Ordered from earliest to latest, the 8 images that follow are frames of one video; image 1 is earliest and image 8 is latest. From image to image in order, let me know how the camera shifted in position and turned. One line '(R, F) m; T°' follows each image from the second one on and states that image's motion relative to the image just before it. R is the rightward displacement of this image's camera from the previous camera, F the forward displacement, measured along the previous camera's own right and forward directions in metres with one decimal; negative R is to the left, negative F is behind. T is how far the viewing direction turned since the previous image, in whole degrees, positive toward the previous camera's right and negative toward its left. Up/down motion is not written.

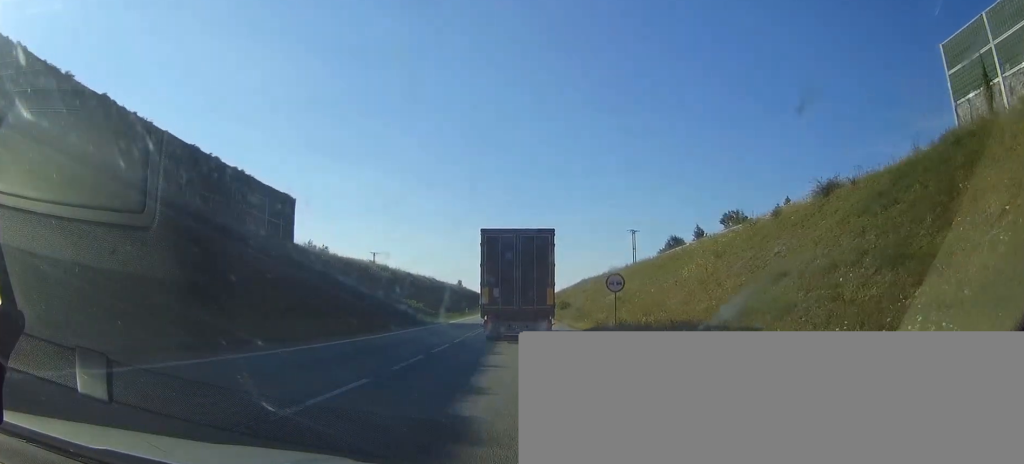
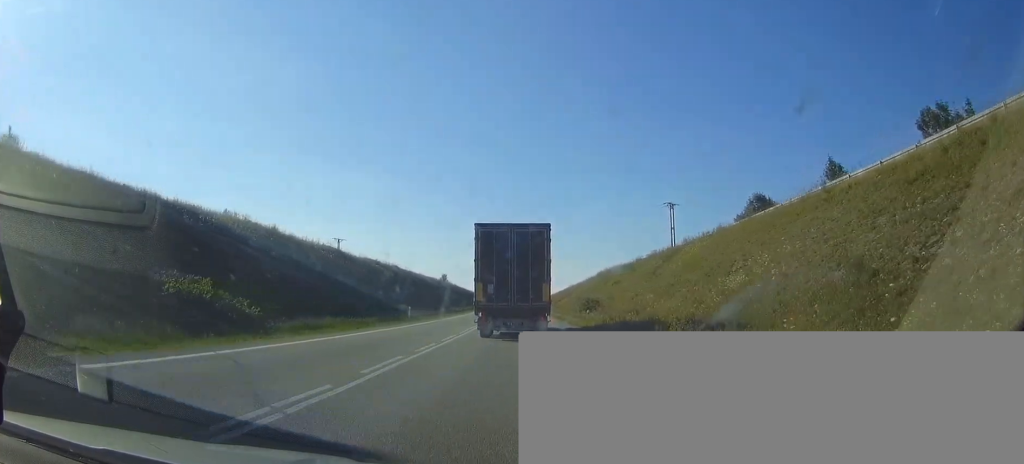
(+0.1, +48.9) m; 0°
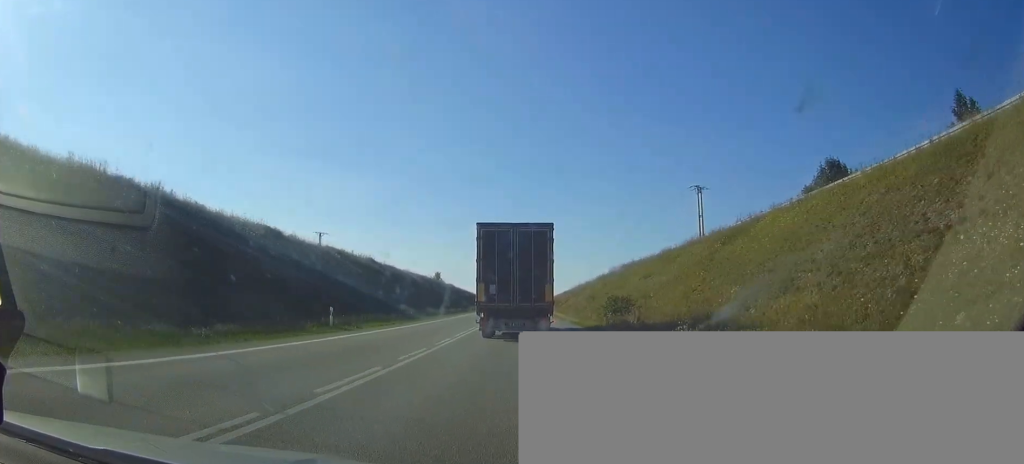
(+0.1, +20.8) m; 0°
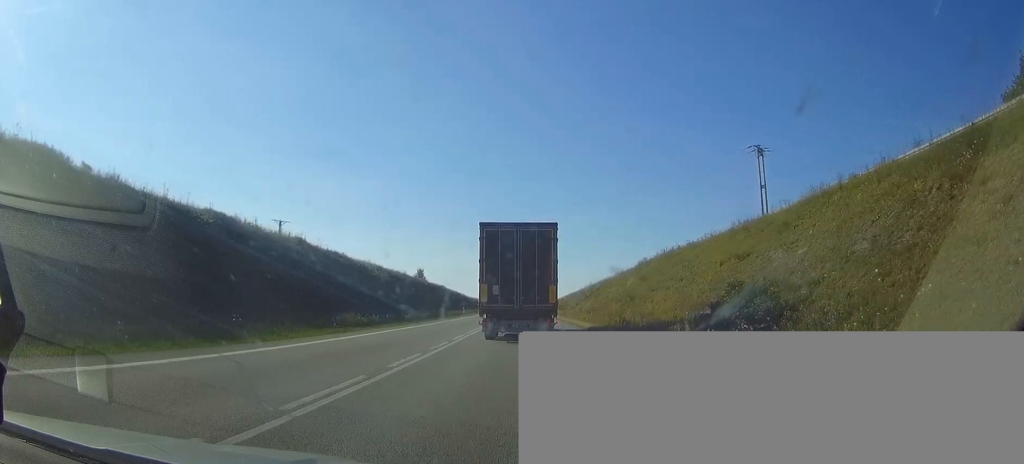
(-0.1, +31.4) m; 0°
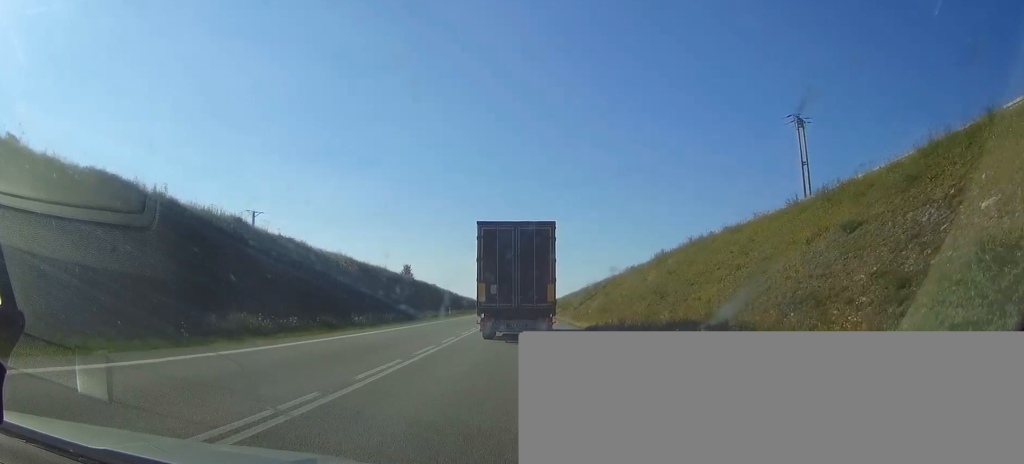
(0.0, +14.5) m; 0°
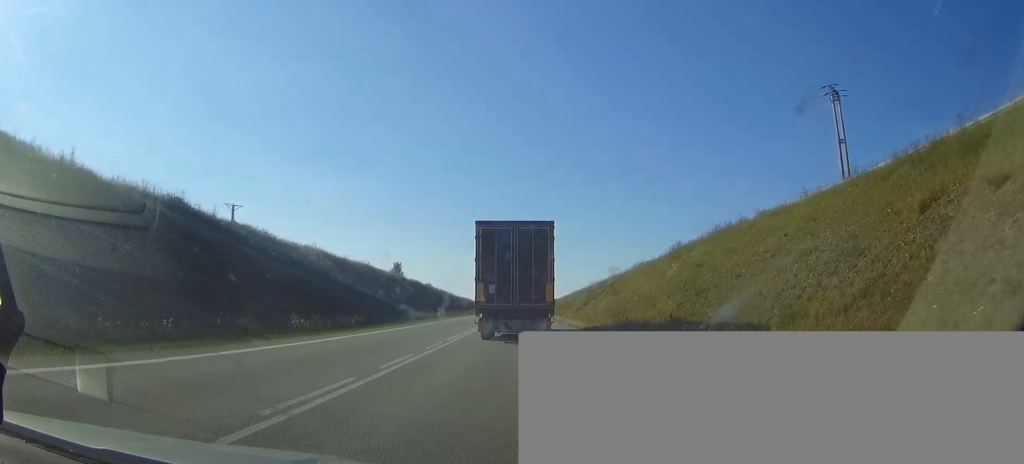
(0.0, +9.9) m; 0°
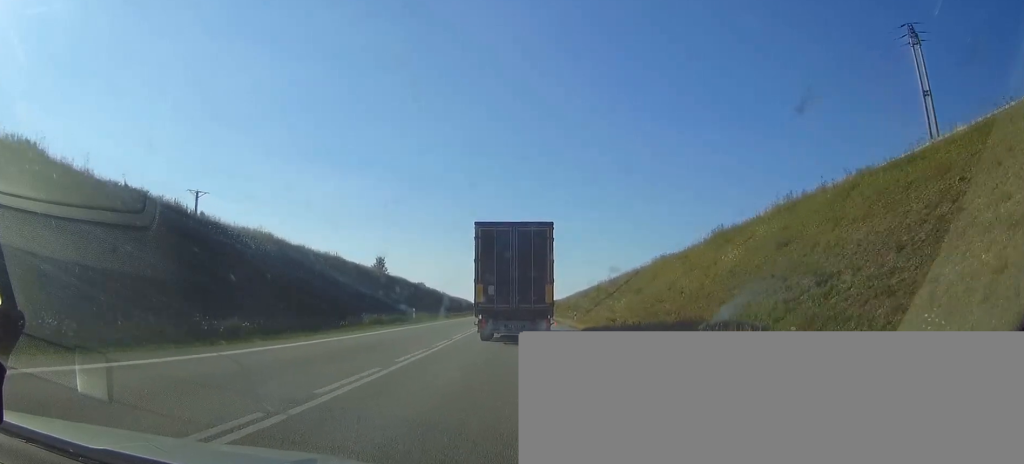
(0.0, +15.9) m; 0°
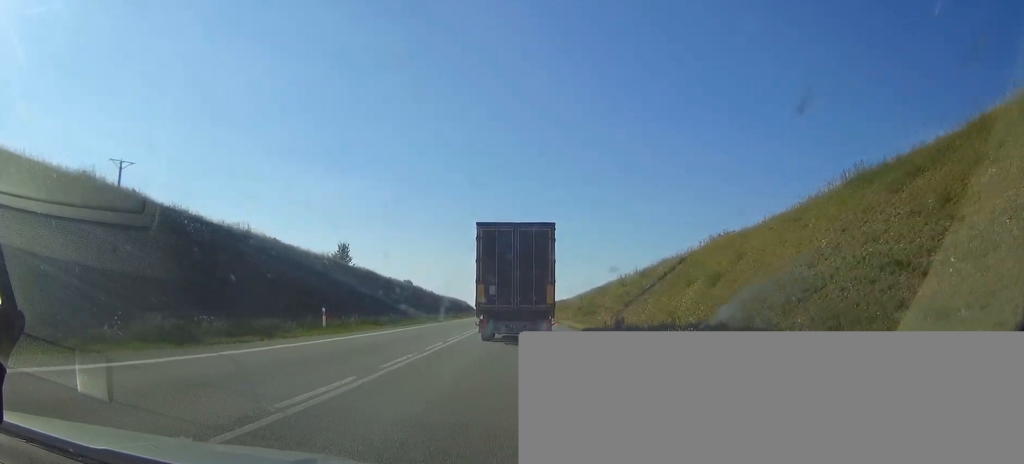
(0.0, +25.8) m; 0°
